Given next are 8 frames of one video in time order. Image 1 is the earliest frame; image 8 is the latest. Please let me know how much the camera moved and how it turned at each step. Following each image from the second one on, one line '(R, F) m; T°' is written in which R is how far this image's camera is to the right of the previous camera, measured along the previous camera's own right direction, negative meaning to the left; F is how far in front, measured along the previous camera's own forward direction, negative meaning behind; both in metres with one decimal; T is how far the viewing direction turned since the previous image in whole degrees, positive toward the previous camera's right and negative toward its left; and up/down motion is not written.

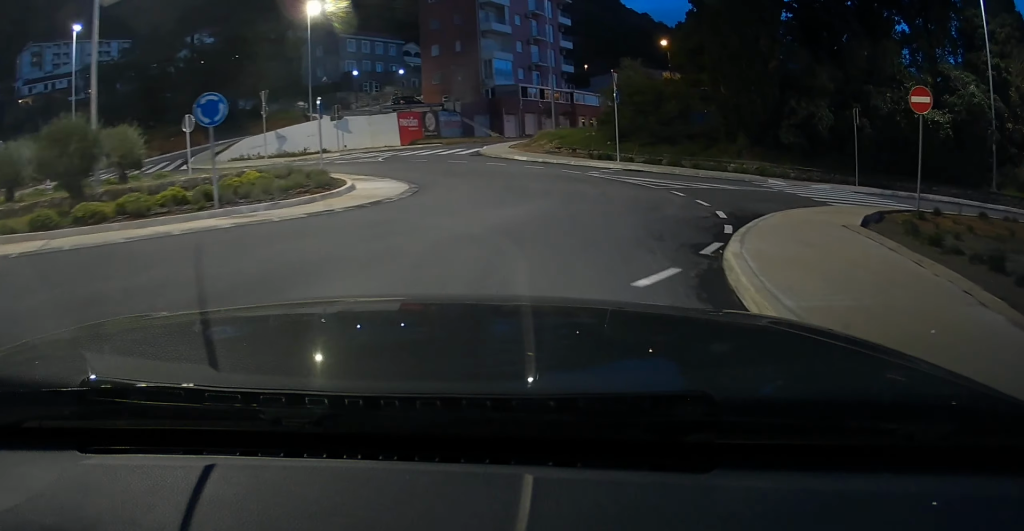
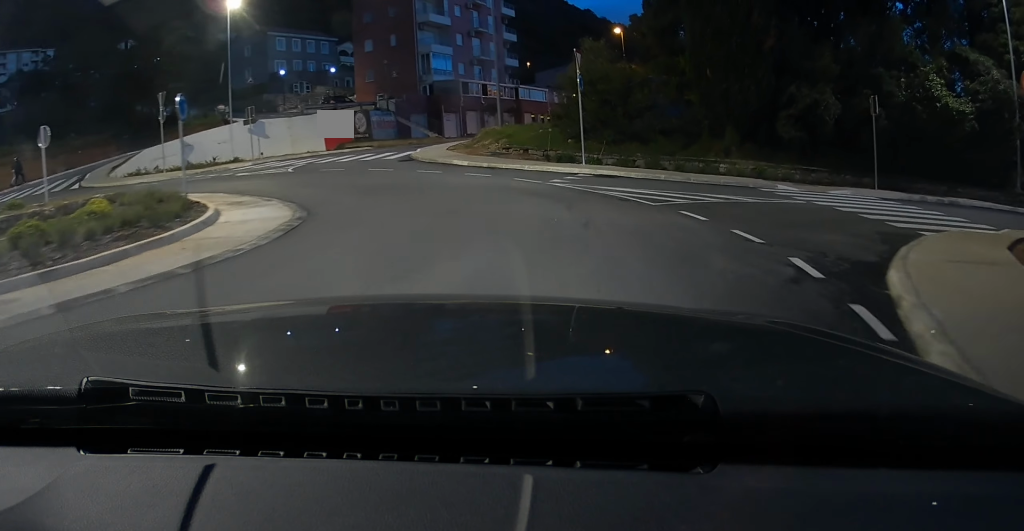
(0.0, +5.2) m; 0°
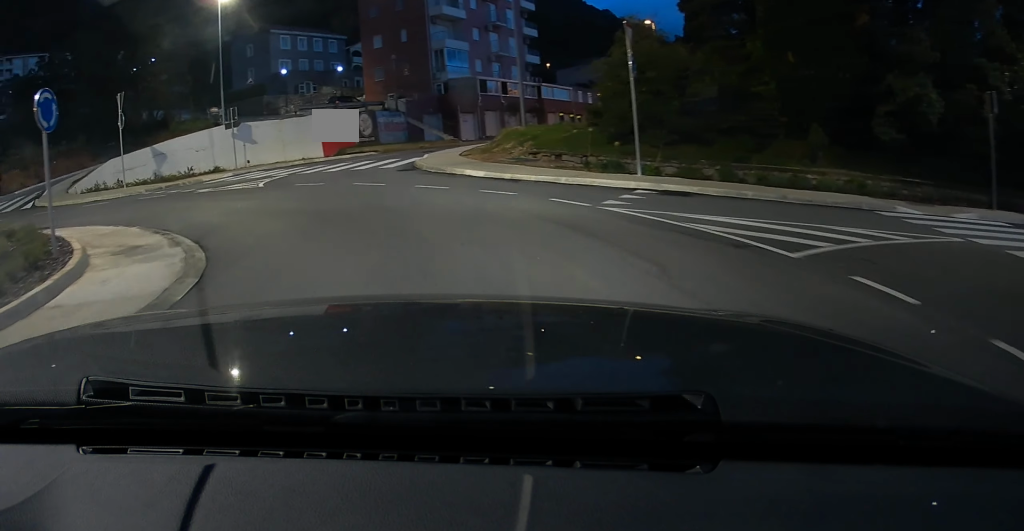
(0.0, +5.0) m; -1°
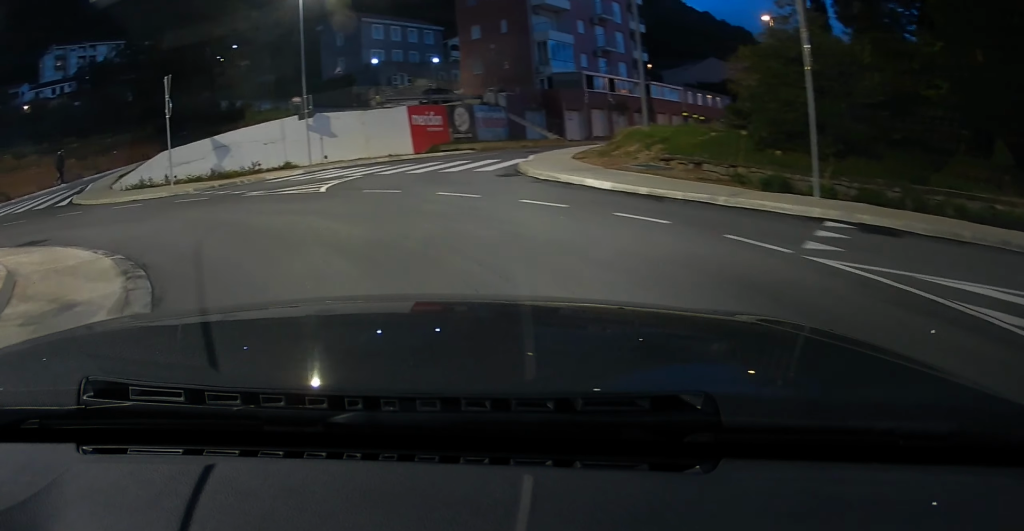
(+0.1, +4.0) m; -4°
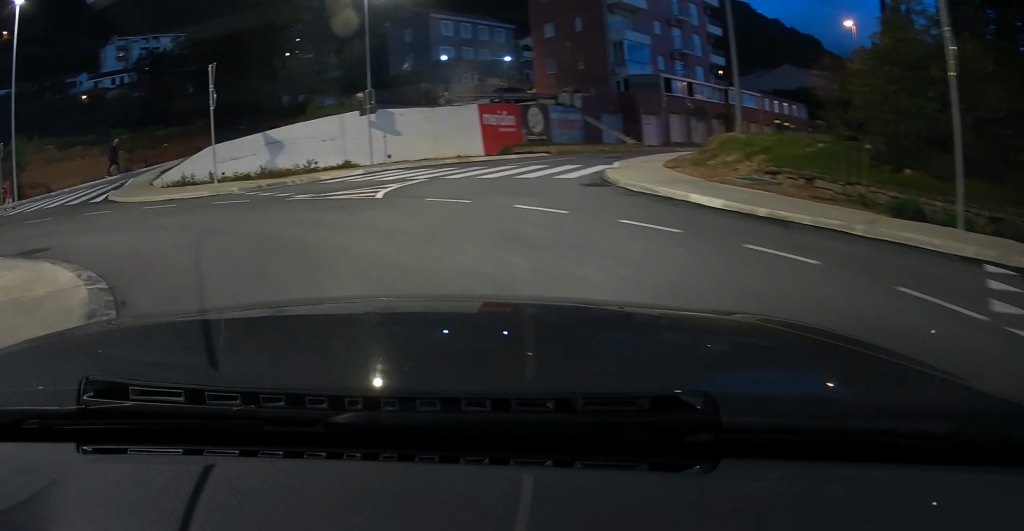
(-0.2, +2.1) m; -7°
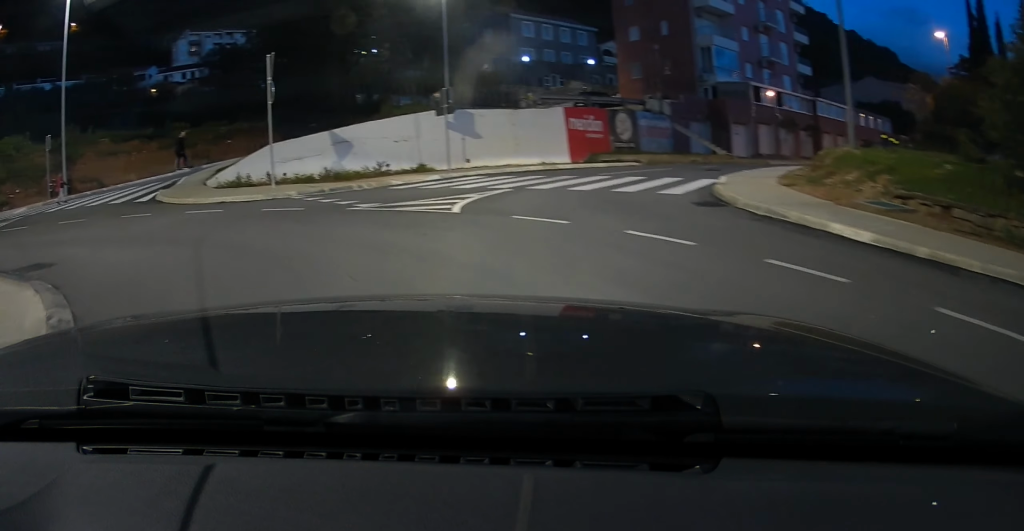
(+0.1, +2.1) m; -8°
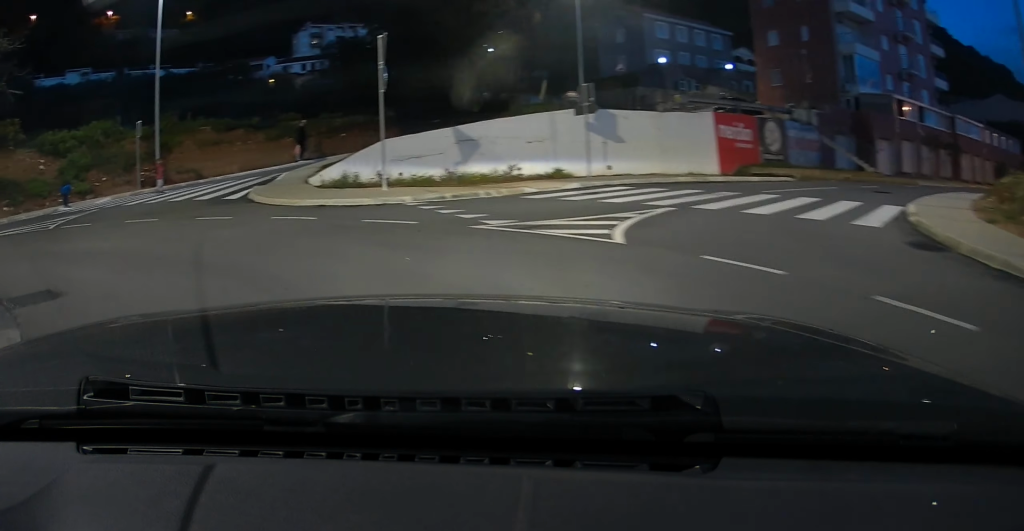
(-0.4, +2.6) m; -13°
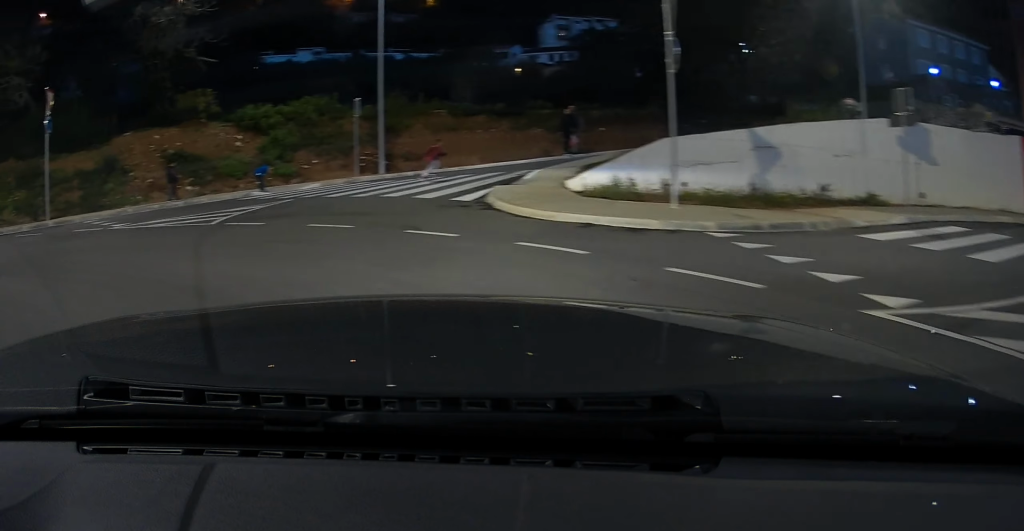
(-0.8, +4.0) m; -24°
